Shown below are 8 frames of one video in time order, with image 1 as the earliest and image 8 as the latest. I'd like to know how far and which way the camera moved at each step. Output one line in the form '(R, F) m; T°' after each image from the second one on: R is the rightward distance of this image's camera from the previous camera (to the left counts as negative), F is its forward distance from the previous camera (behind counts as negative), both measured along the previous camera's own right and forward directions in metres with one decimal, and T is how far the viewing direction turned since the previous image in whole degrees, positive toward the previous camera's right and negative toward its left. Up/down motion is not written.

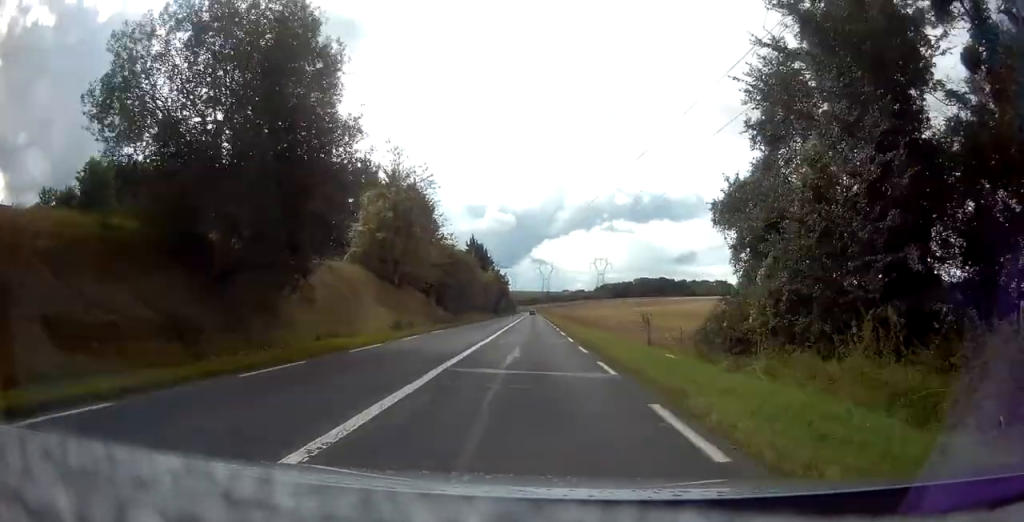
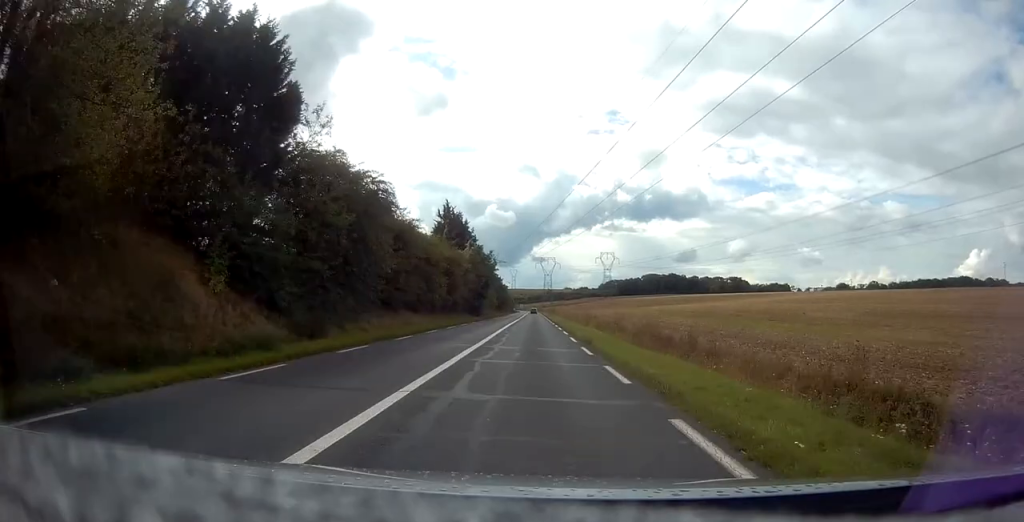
(+0.5, +41.1) m; 0°
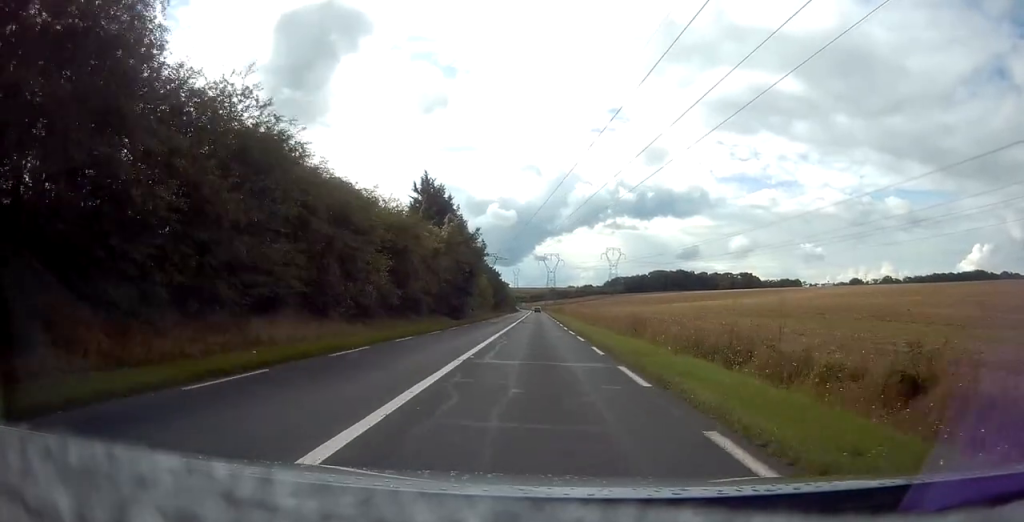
(-0.2, +20.8) m; 0°
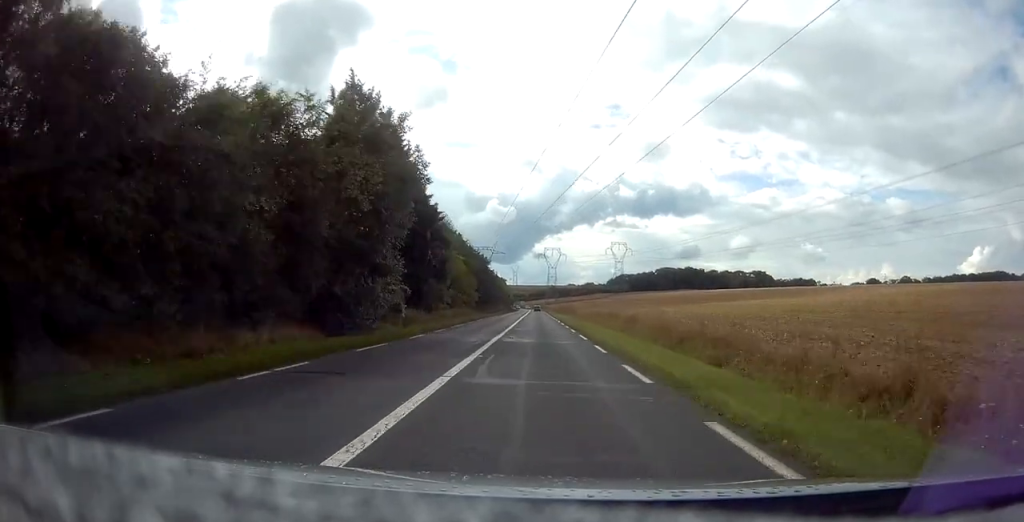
(+0.1, +32.7) m; 0°
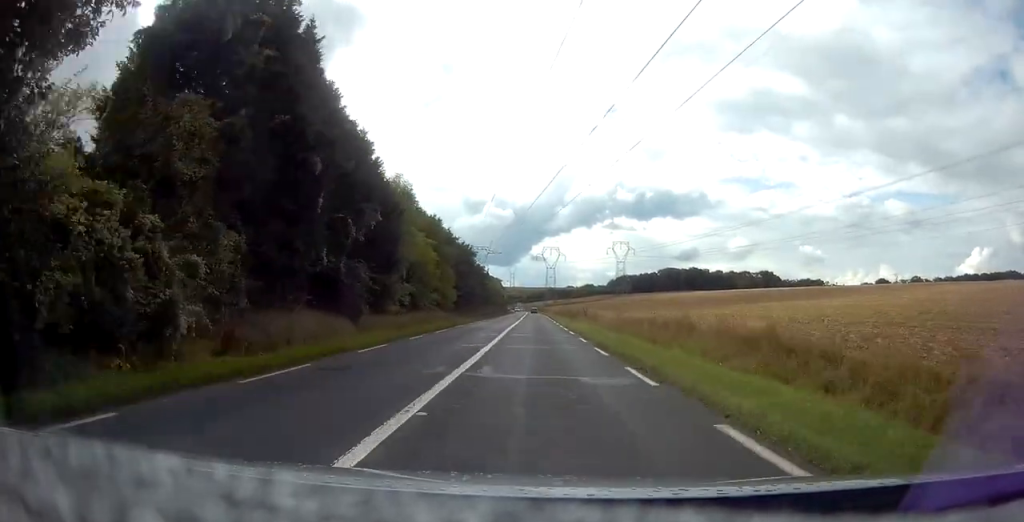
(-0.2, +20.6) m; 0°
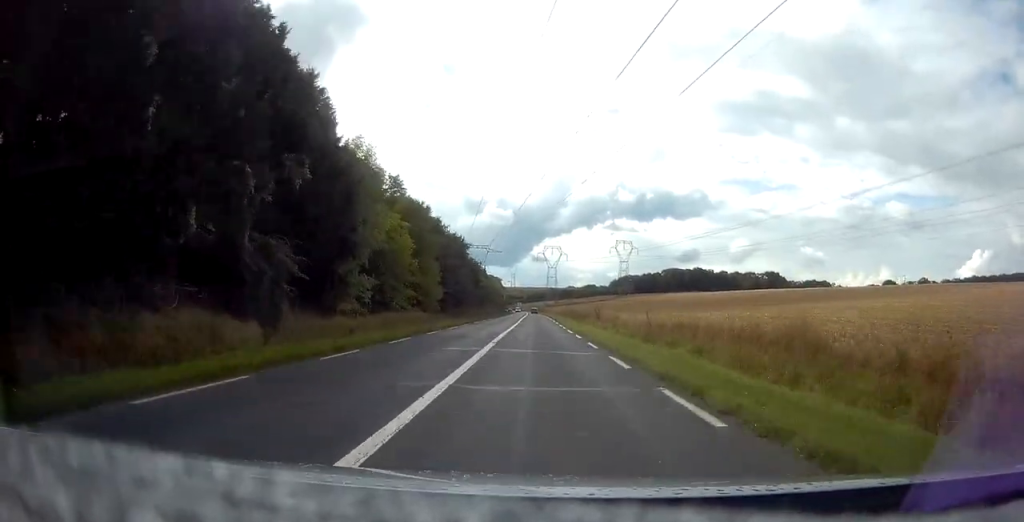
(+0.1, +10.1) m; 0°
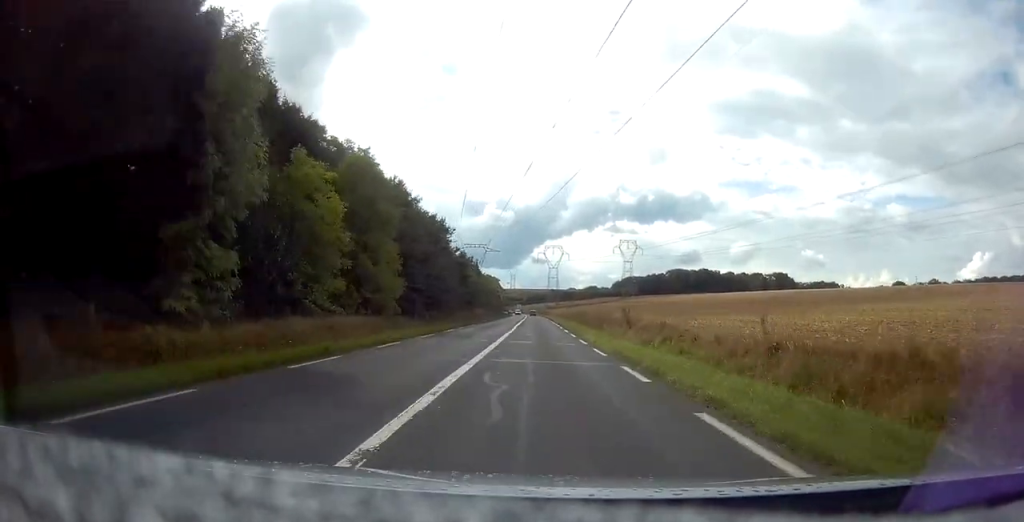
(0.0, +15.5) m; +1°
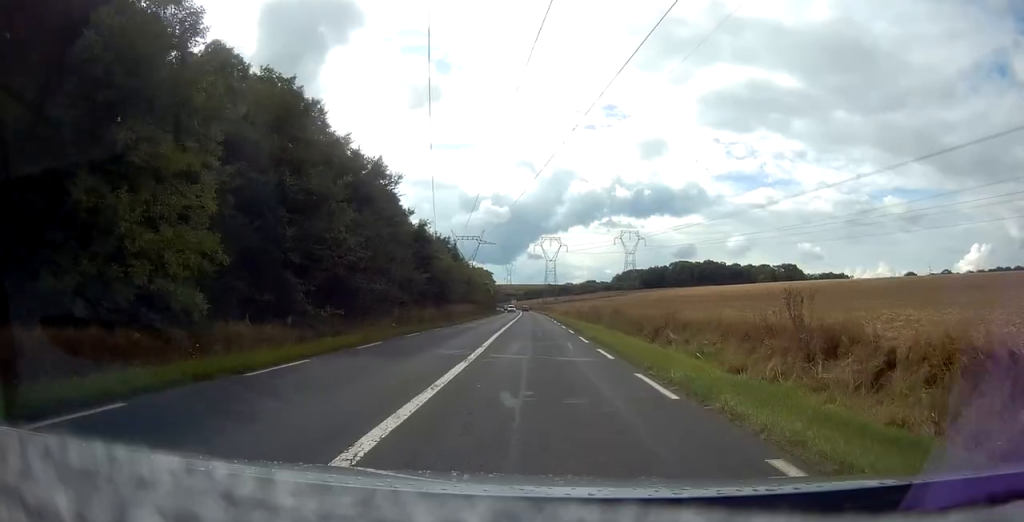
(+0.3, +22.2) m; 0°
